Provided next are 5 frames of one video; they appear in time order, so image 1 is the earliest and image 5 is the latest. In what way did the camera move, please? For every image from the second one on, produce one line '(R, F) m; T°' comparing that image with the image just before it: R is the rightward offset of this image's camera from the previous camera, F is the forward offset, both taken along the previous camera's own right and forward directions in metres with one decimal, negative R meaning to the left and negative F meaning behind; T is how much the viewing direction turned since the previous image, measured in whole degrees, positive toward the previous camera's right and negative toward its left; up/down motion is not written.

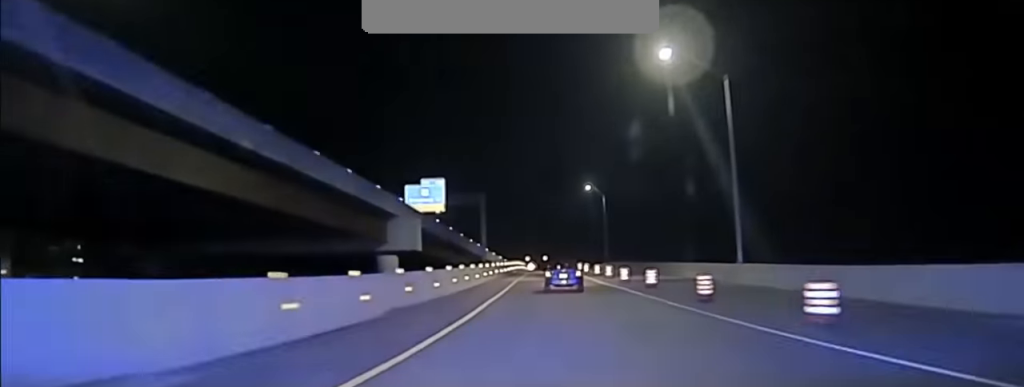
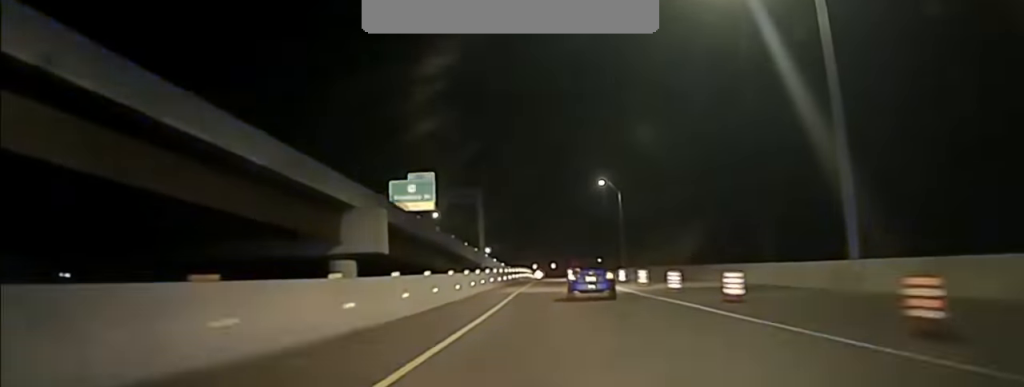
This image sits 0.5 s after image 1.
(-0.1, +19.0) m; -1°
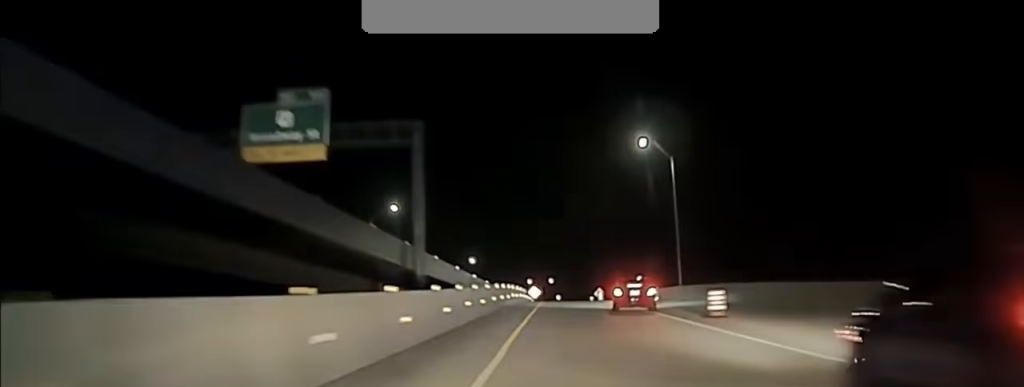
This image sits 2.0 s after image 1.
(-0.5, +53.4) m; 0°
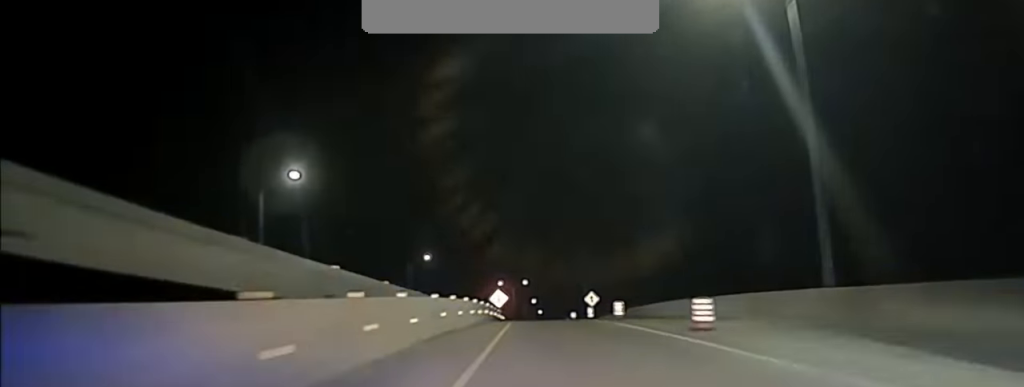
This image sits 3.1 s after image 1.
(+0.4, +40.7) m; +1°
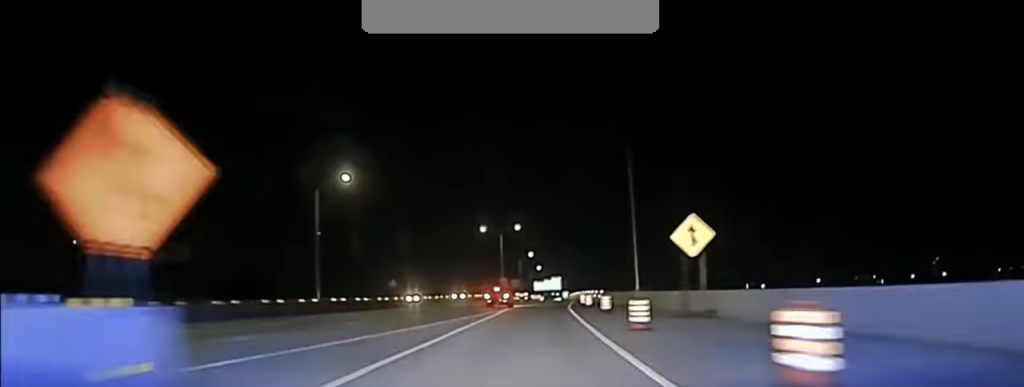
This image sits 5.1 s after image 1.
(+0.6, +78.6) m; 0°
